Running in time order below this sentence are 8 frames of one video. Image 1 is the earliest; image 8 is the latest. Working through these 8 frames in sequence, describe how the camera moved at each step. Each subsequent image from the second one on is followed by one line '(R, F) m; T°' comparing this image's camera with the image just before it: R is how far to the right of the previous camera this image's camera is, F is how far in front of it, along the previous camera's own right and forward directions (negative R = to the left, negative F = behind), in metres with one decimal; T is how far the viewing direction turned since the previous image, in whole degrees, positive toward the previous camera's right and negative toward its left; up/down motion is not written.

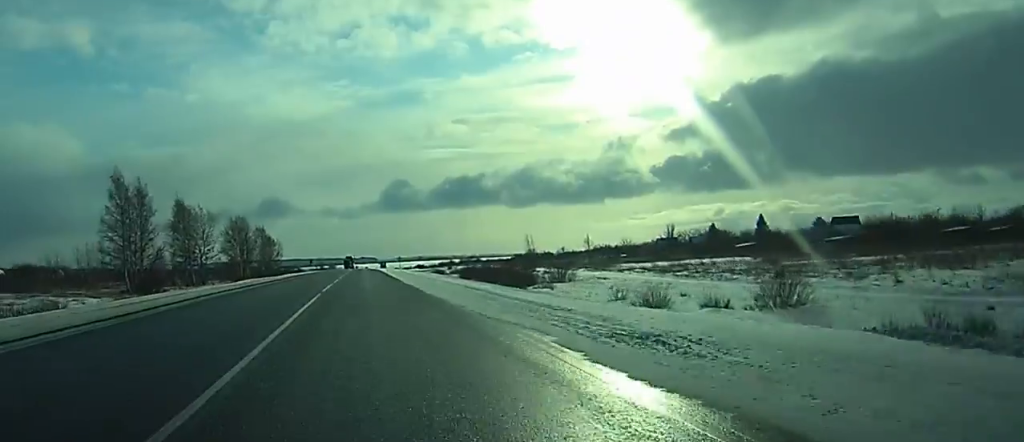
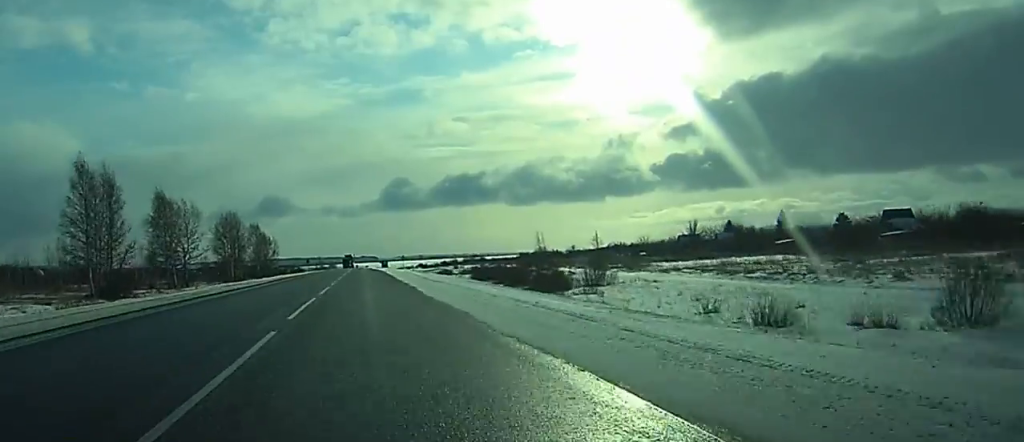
(0.0, +14.7) m; 0°
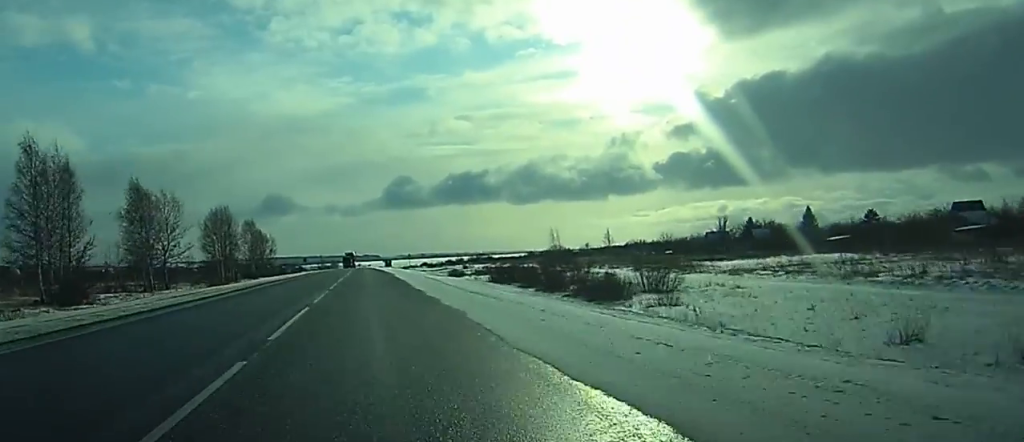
(-0.1, +15.7) m; 0°
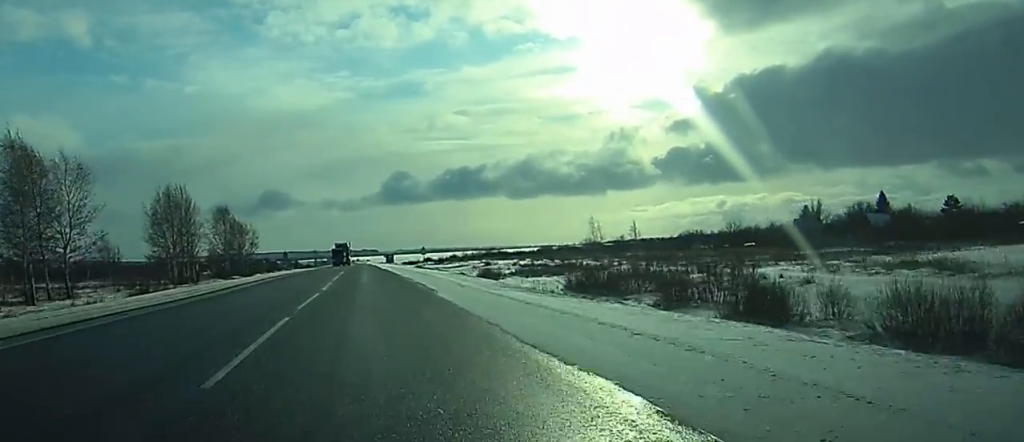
(0.0, +40.8) m; 0°
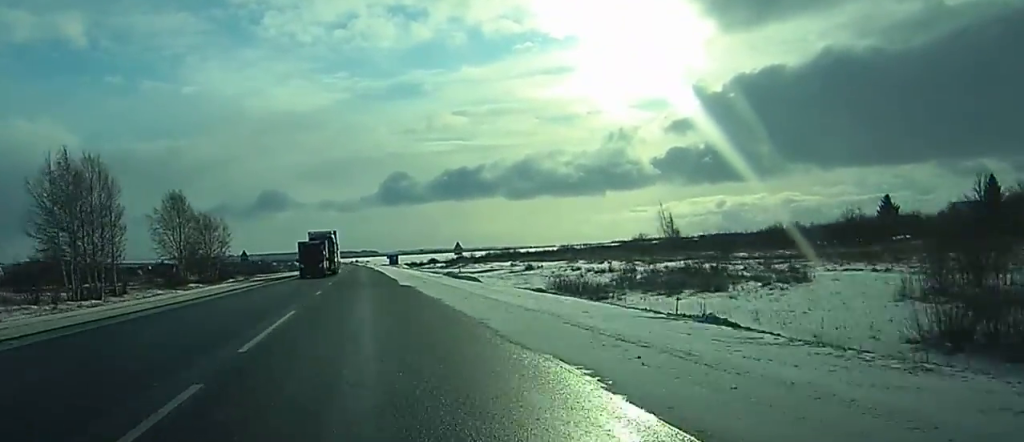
(-0.2, +43.8) m; 0°
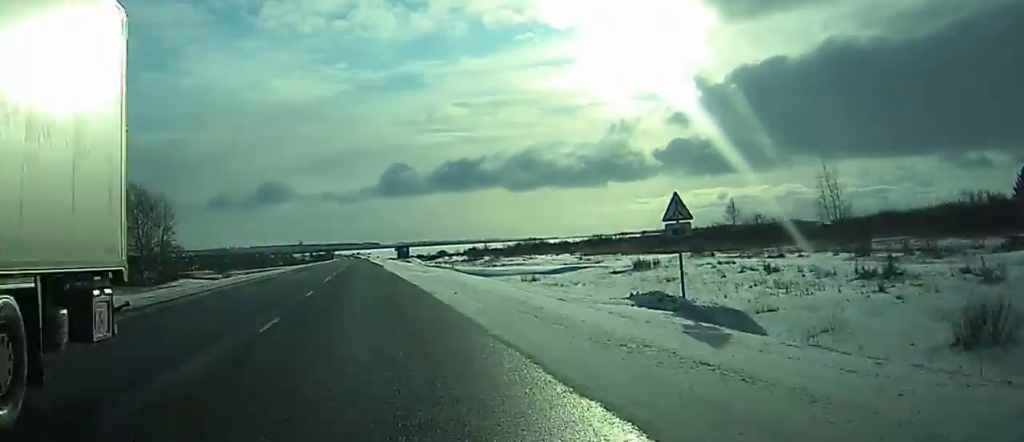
(0.0, +51.2) m; 0°
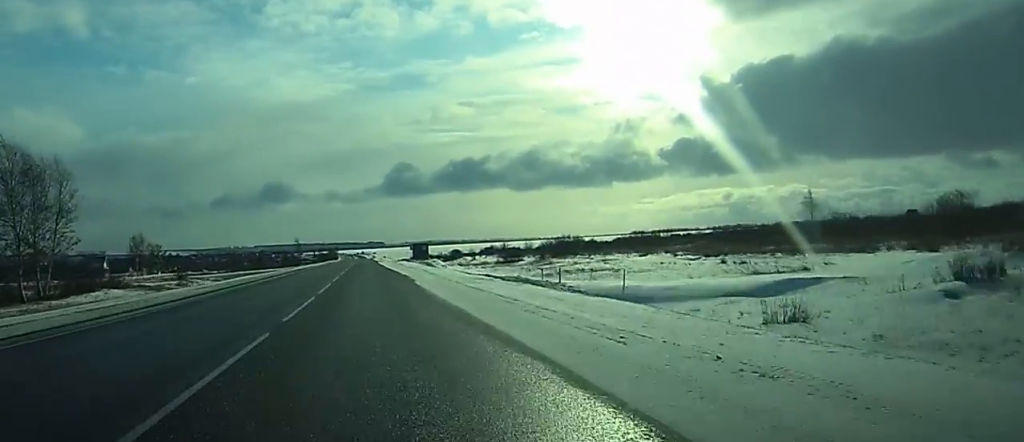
(-0.2, +44.2) m; -1°
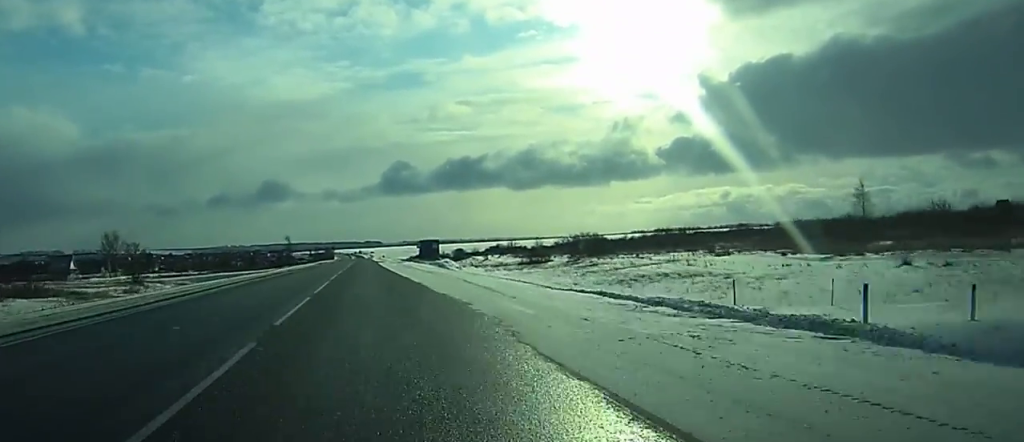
(-0.2, +25.3) m; 0°
